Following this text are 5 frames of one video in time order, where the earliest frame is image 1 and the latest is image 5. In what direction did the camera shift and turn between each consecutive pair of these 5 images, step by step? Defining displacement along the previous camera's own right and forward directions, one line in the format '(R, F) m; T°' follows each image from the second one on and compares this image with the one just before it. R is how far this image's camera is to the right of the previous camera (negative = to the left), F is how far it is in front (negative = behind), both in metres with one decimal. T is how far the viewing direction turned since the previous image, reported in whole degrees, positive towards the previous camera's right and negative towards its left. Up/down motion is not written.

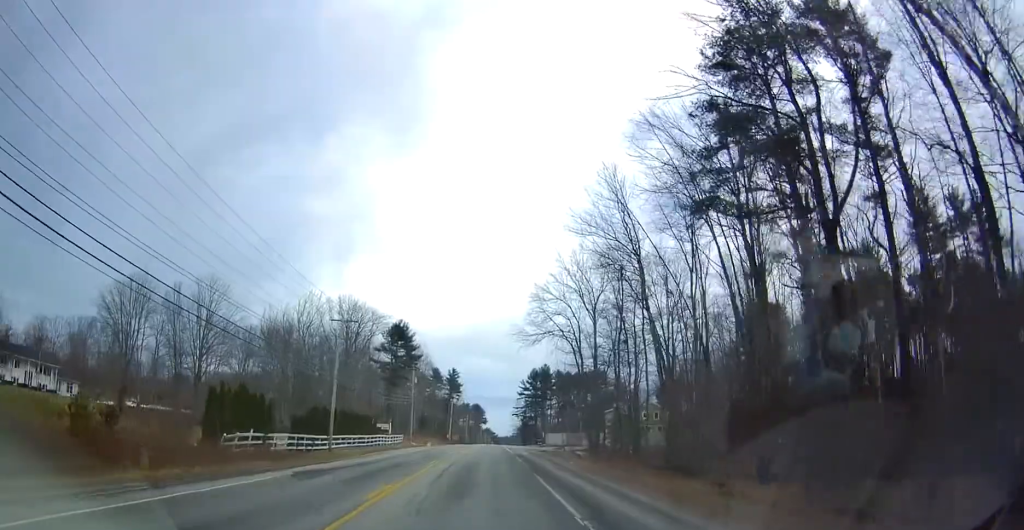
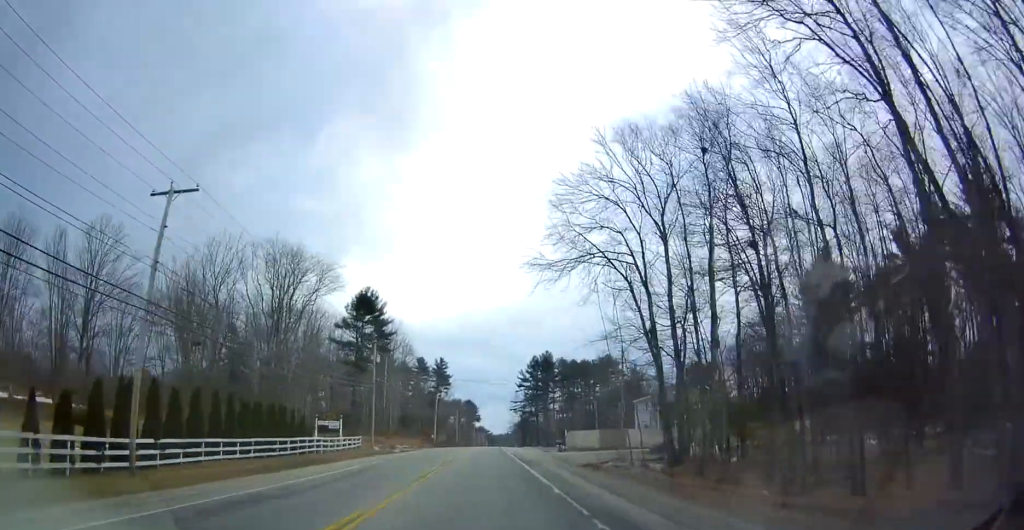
(+0.2, +28.3) m; 0°
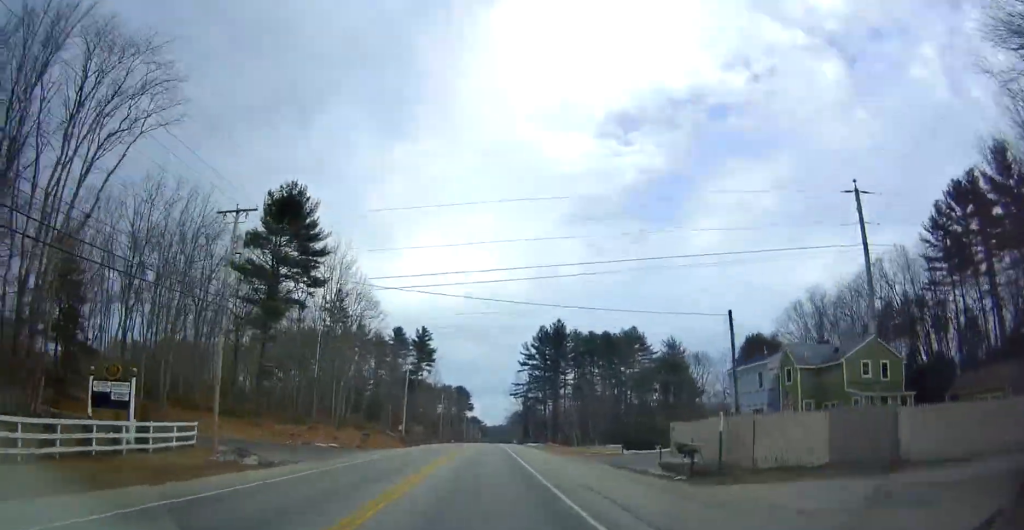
(-0.7, +38.4) m; -1°
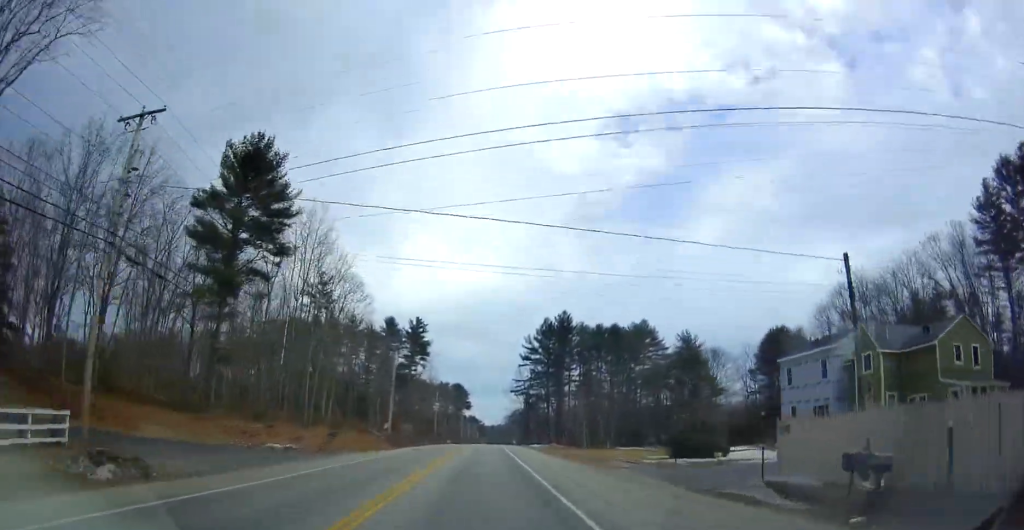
(-0.2, +10.6) m; +1°
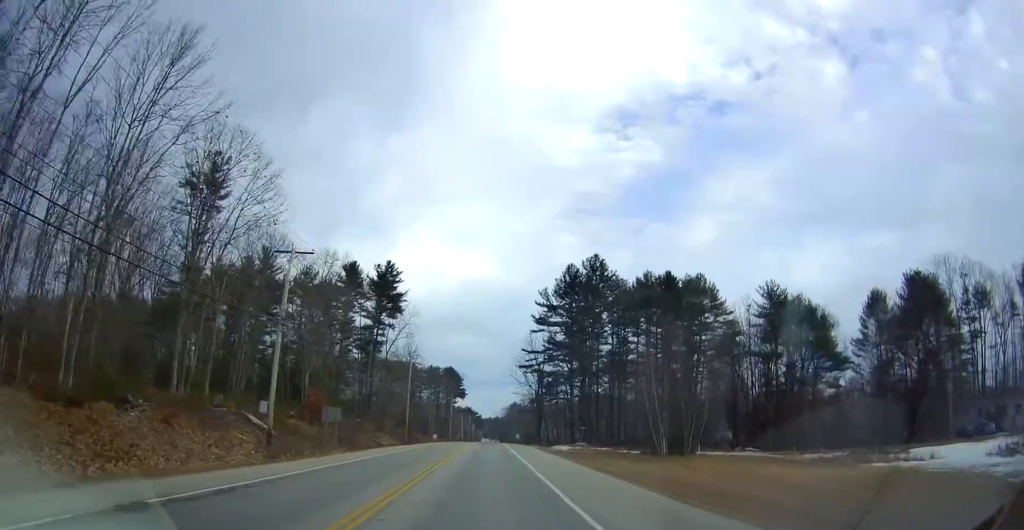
(+1.0, +39.4) m; 0°
